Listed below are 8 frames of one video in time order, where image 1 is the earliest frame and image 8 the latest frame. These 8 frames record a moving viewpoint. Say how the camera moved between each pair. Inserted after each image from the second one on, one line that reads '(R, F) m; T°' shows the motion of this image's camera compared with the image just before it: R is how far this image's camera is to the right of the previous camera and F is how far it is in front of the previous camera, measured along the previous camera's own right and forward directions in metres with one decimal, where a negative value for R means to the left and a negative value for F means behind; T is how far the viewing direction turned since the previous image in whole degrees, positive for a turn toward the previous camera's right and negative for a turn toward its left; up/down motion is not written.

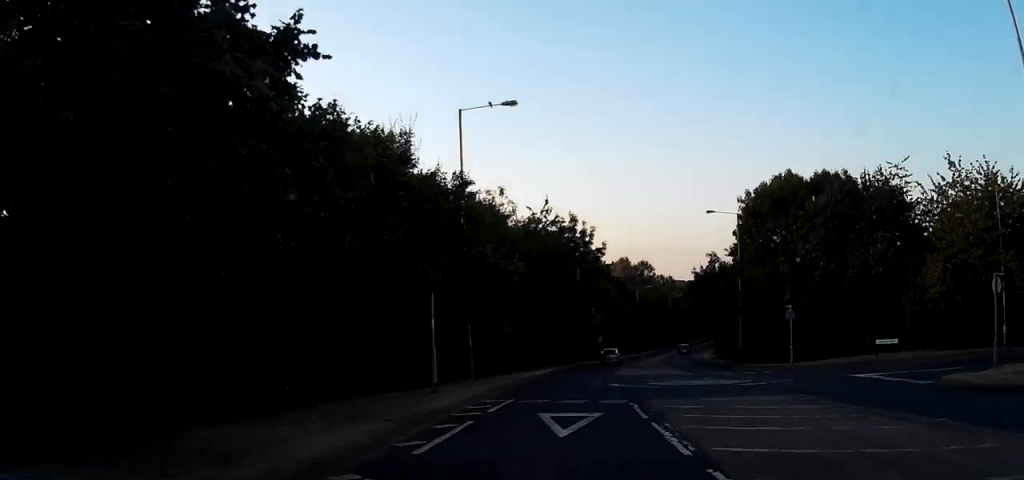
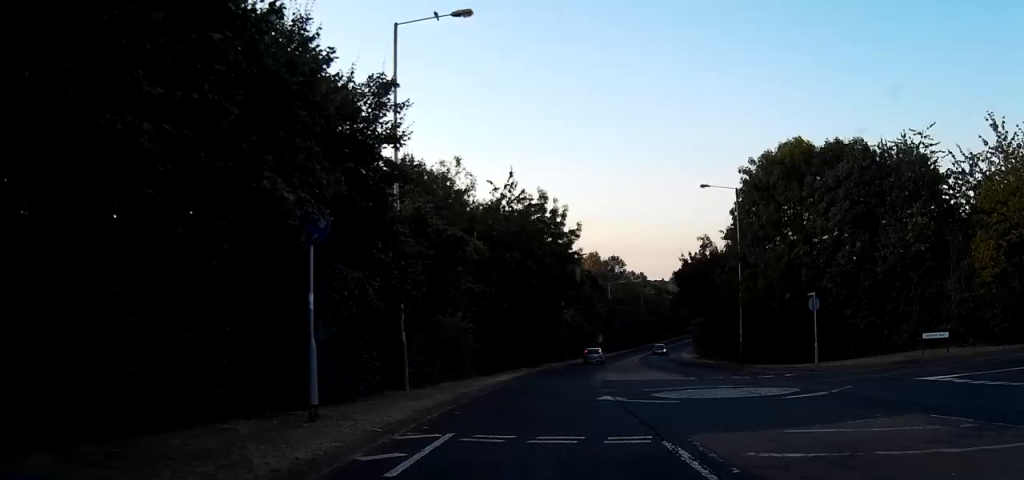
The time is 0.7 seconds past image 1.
(0.0, +7.6) m; 0°
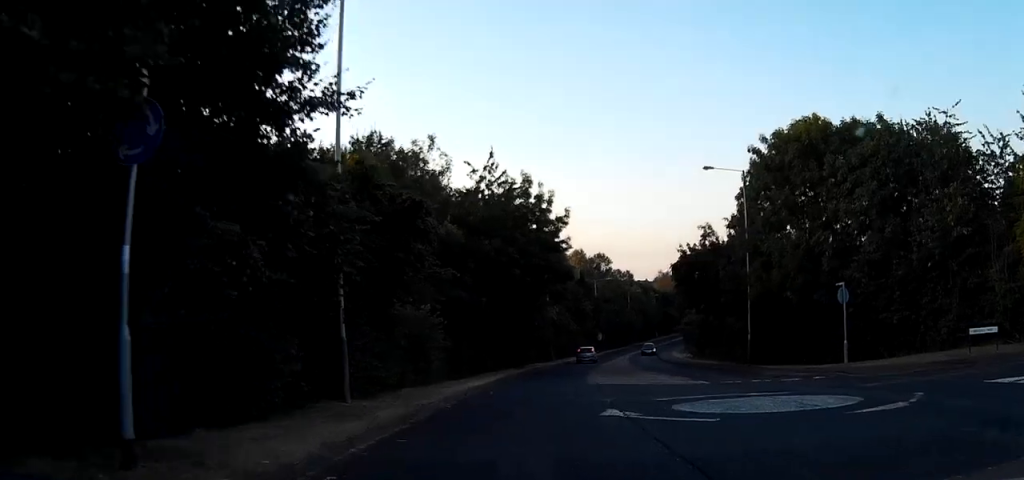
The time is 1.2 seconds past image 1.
(0.0, +4.7) m; 0°
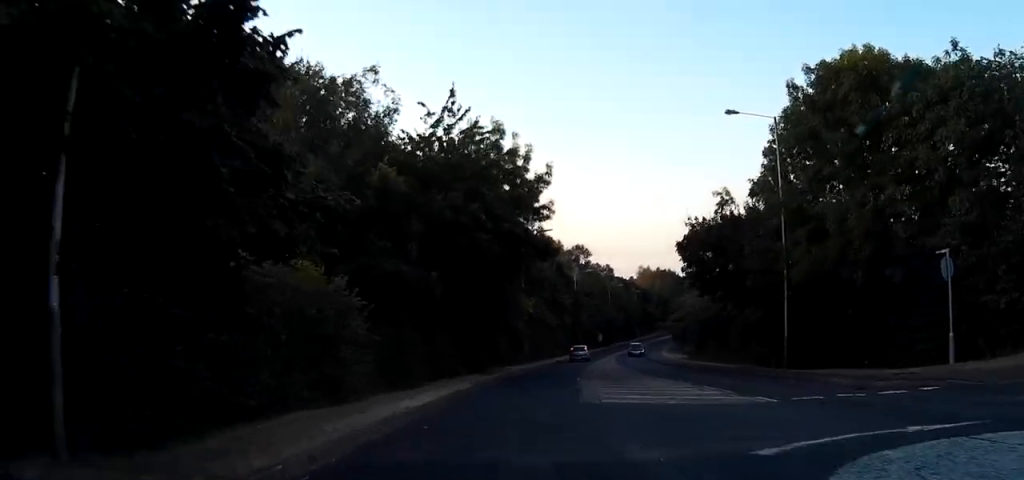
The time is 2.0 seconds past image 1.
(0.0, +9.0) m; 0°
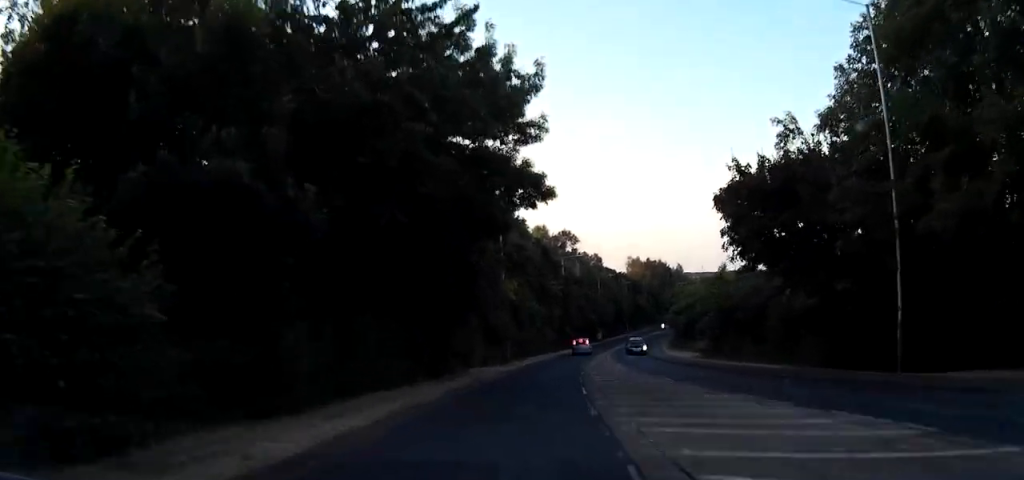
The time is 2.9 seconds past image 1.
(0.0, +10.9) m; +1°
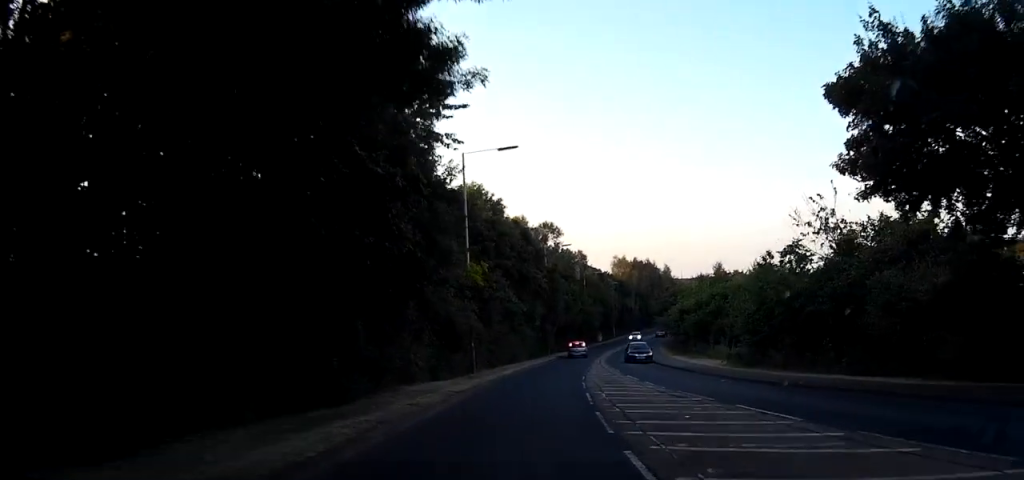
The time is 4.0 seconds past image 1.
(+0.4, +13.3) m; +1°
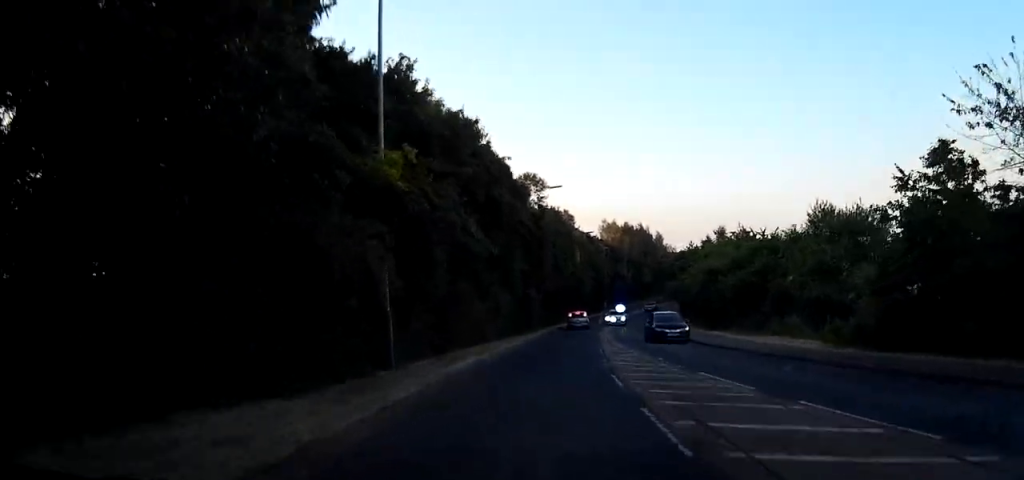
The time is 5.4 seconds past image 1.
(-0.3, +17.2) m; -2°
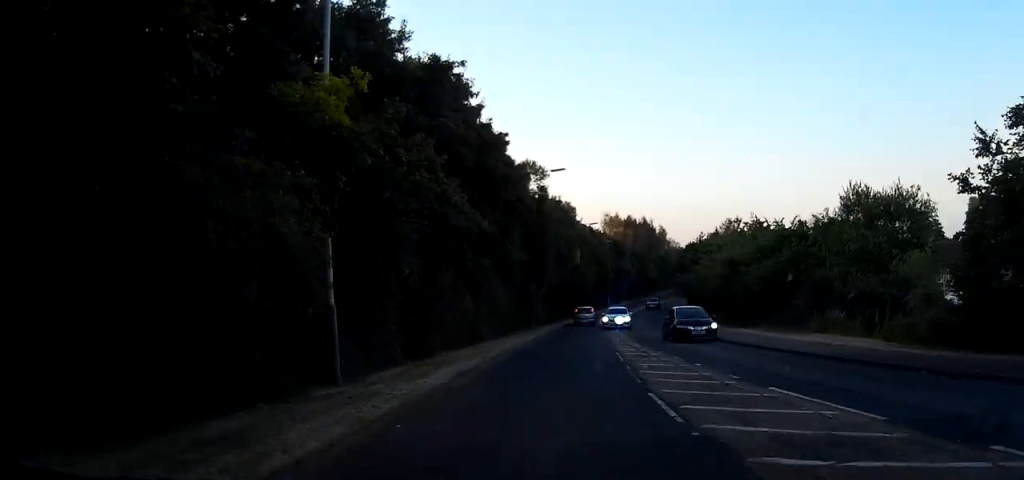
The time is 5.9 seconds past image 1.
(0.0, +5.0) m; +1°
